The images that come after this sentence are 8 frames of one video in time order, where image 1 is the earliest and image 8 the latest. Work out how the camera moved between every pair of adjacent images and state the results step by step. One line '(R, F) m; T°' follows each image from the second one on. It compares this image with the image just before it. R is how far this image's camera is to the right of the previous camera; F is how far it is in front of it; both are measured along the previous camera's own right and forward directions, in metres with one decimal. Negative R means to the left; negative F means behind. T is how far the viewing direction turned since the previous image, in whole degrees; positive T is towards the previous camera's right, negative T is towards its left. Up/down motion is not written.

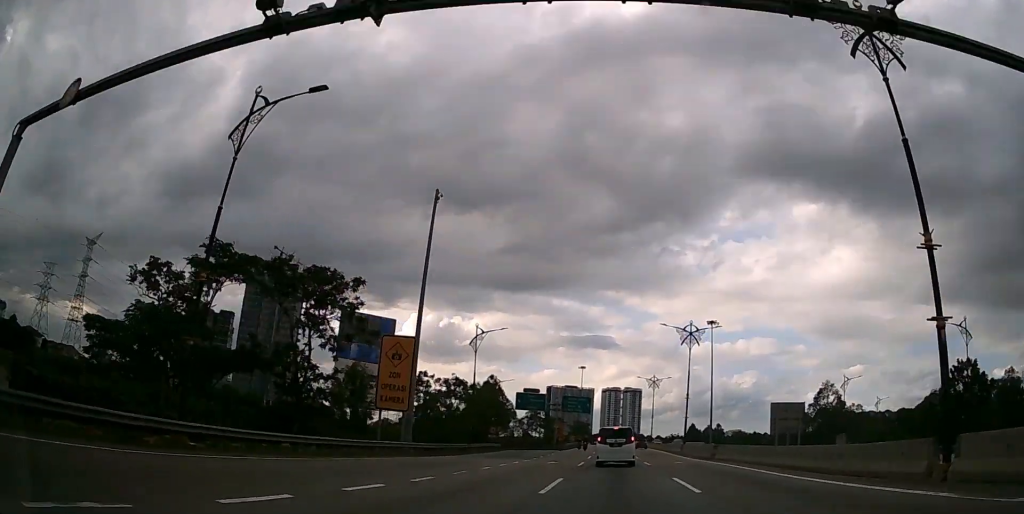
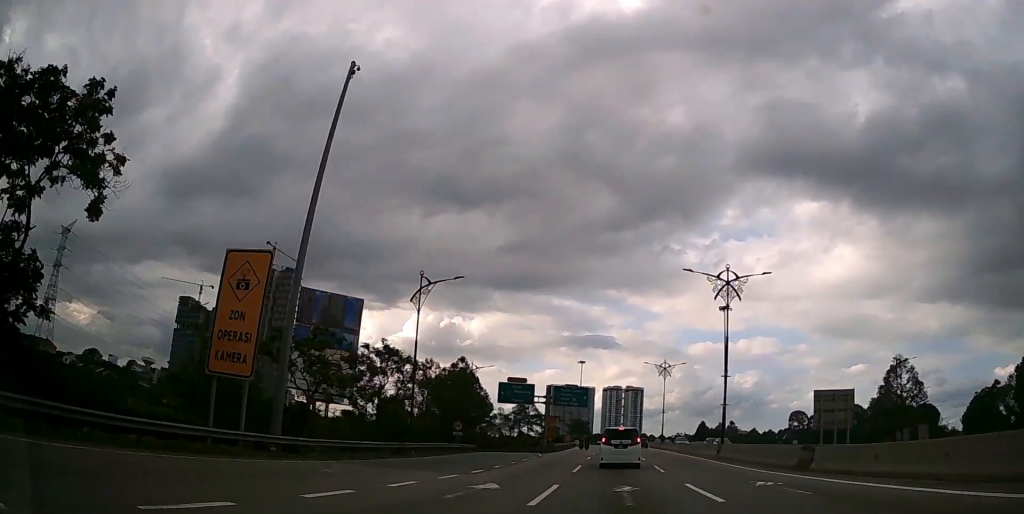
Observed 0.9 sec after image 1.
(0.0, +18.2) m; 0°
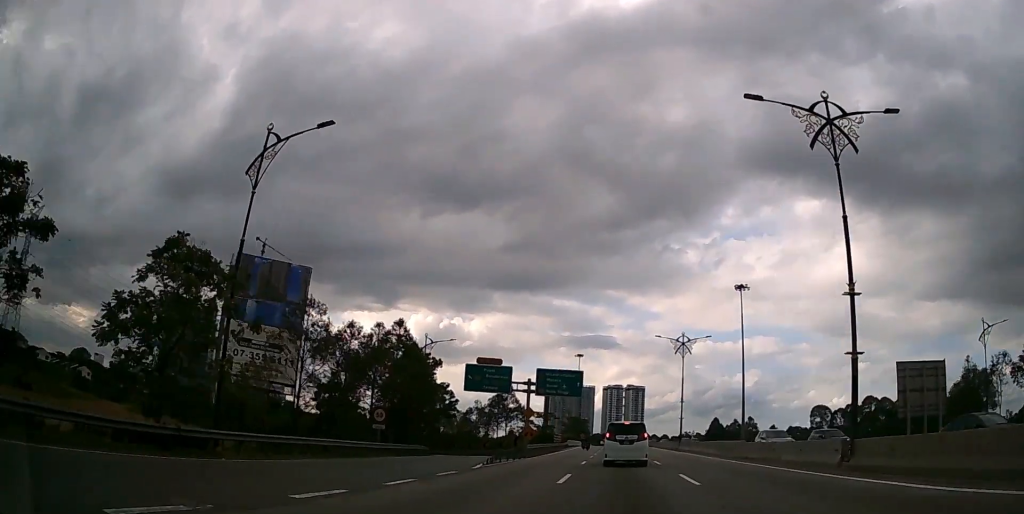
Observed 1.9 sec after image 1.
(0.0, +20.4) m; 0°
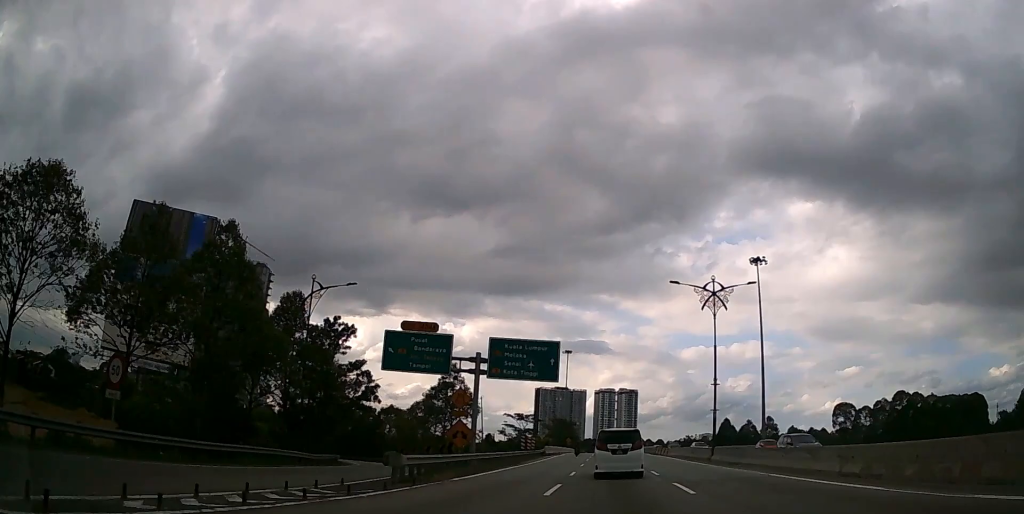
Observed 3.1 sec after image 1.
(0.0, +23.2) m; 0°
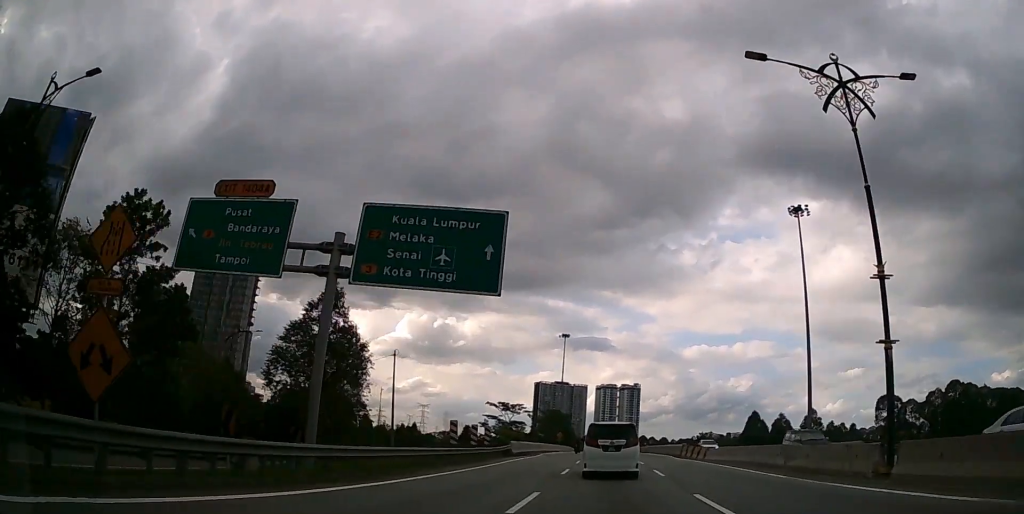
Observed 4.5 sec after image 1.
(+0.1, +24.3) m; 0°
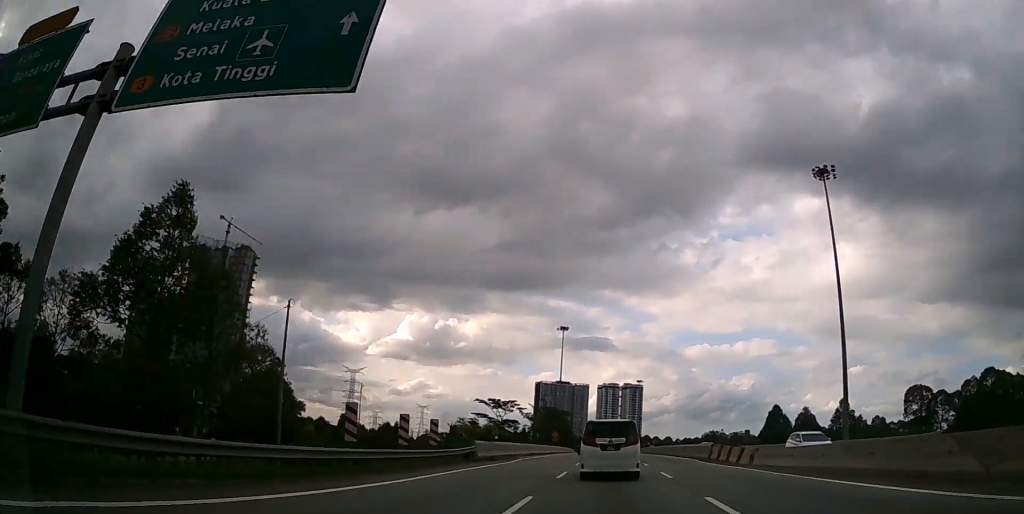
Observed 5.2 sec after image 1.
(0.0, +12.6) m; 0°
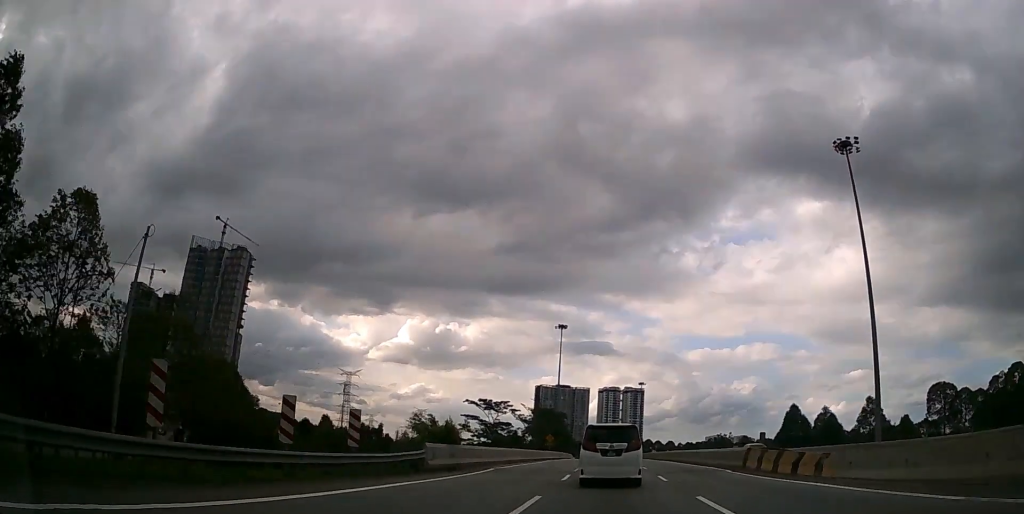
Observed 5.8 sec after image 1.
(0.0, +9.4) m; 0°
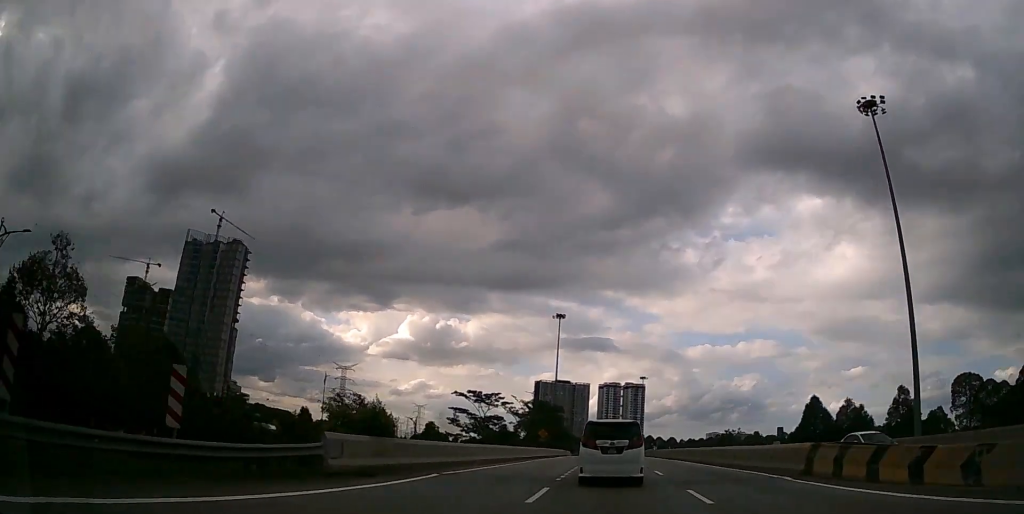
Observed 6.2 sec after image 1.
(0.0, +8.4) m; 0°
